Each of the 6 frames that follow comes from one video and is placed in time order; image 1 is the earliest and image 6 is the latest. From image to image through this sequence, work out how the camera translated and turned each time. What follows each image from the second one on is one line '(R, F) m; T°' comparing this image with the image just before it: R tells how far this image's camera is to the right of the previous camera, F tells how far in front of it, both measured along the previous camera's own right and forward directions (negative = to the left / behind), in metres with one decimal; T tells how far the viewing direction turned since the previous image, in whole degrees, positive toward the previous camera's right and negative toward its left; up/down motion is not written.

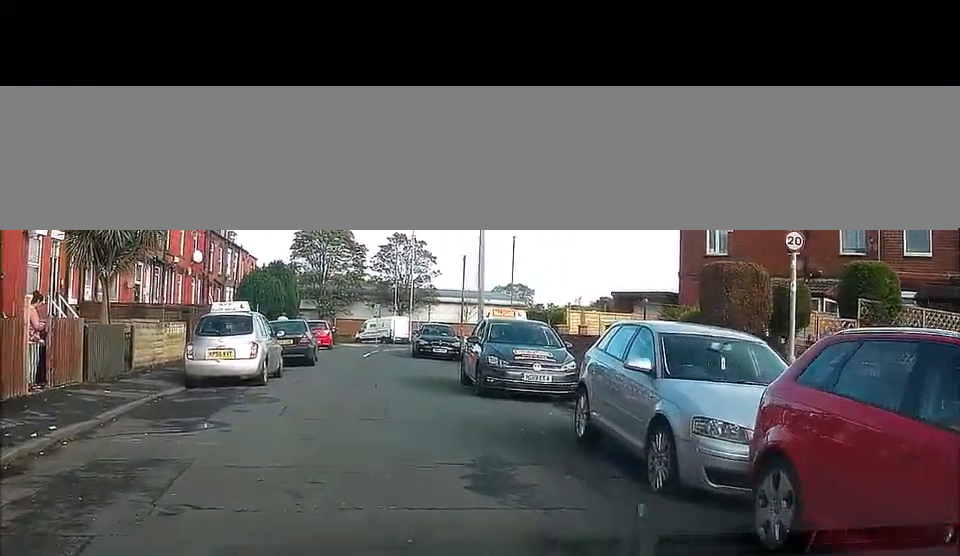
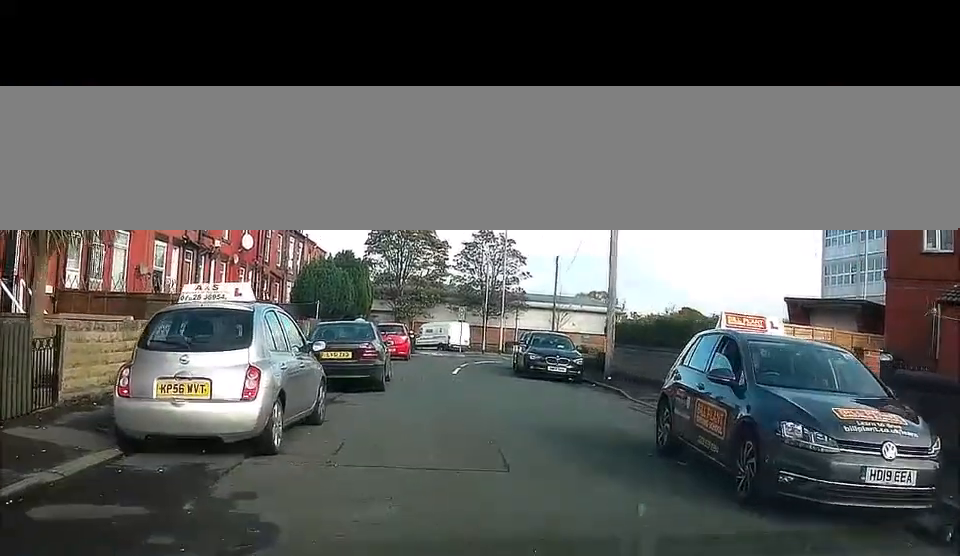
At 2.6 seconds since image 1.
(-0.4, +7.2) m; +2°
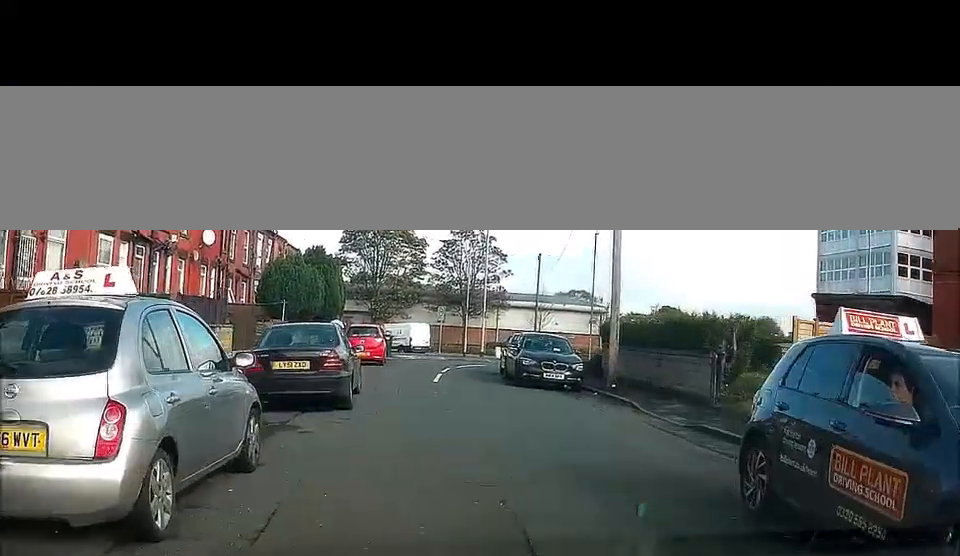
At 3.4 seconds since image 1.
(+0.2, +3.0) m; +2°
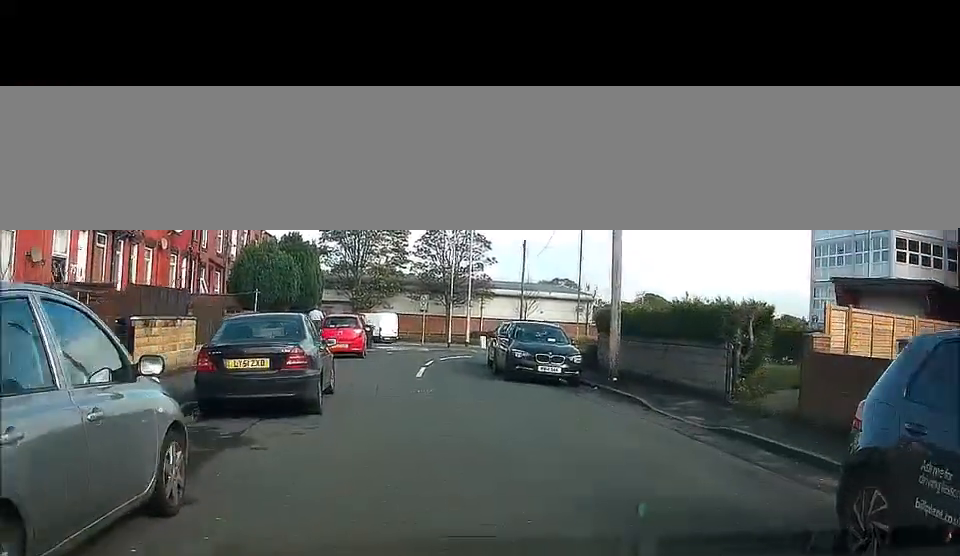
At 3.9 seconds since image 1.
(0.0, +1.9) m; 0°
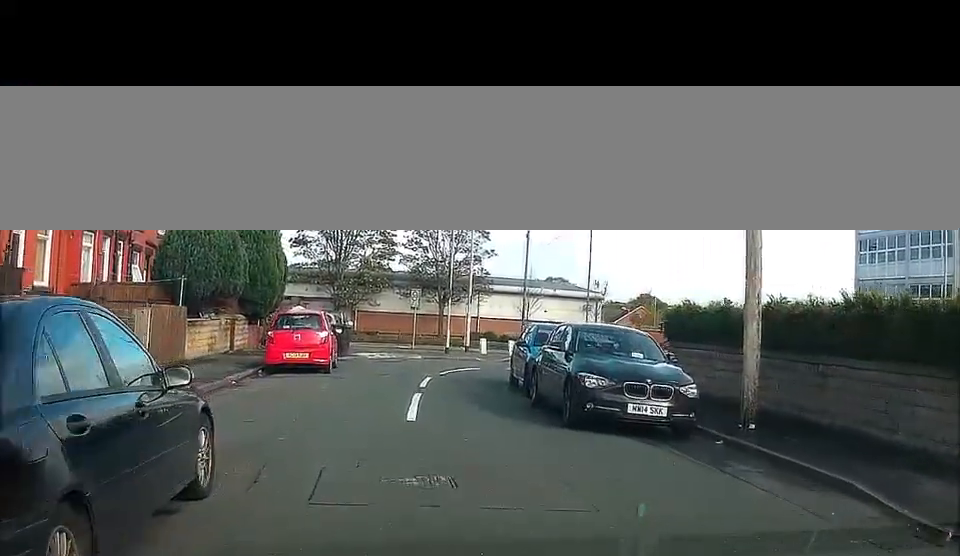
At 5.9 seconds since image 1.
(-0.4, +8.7) m; -3°
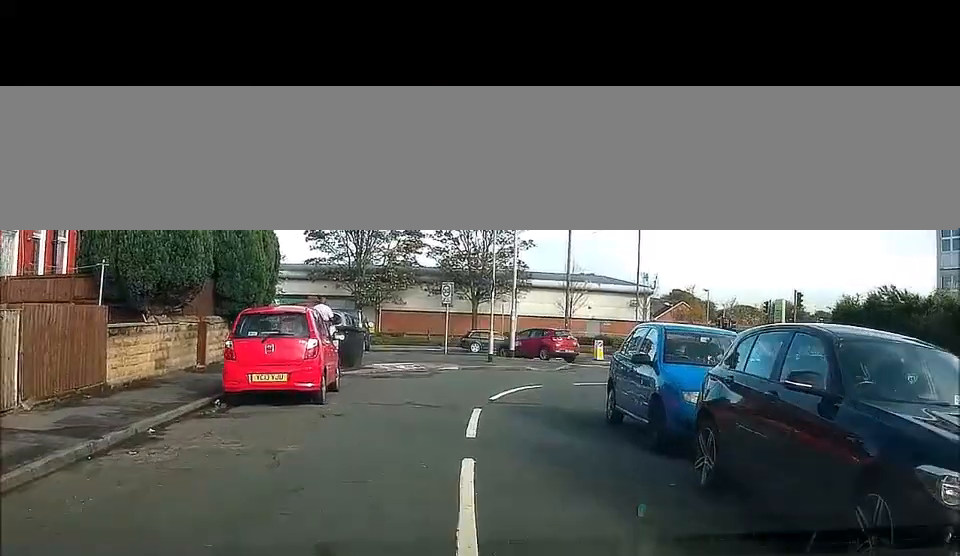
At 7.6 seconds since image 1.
(0.0, +7.2) m; 0°
